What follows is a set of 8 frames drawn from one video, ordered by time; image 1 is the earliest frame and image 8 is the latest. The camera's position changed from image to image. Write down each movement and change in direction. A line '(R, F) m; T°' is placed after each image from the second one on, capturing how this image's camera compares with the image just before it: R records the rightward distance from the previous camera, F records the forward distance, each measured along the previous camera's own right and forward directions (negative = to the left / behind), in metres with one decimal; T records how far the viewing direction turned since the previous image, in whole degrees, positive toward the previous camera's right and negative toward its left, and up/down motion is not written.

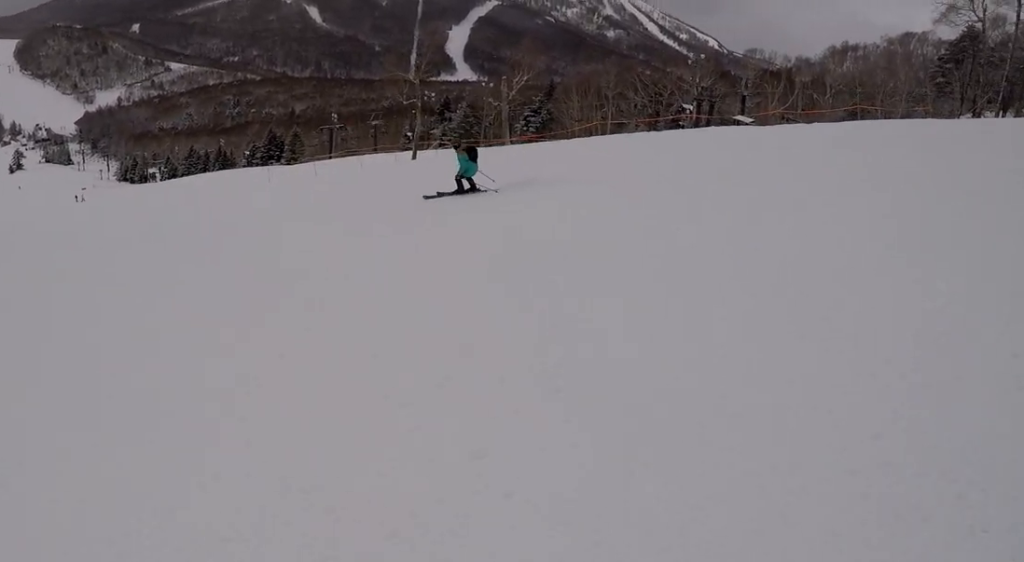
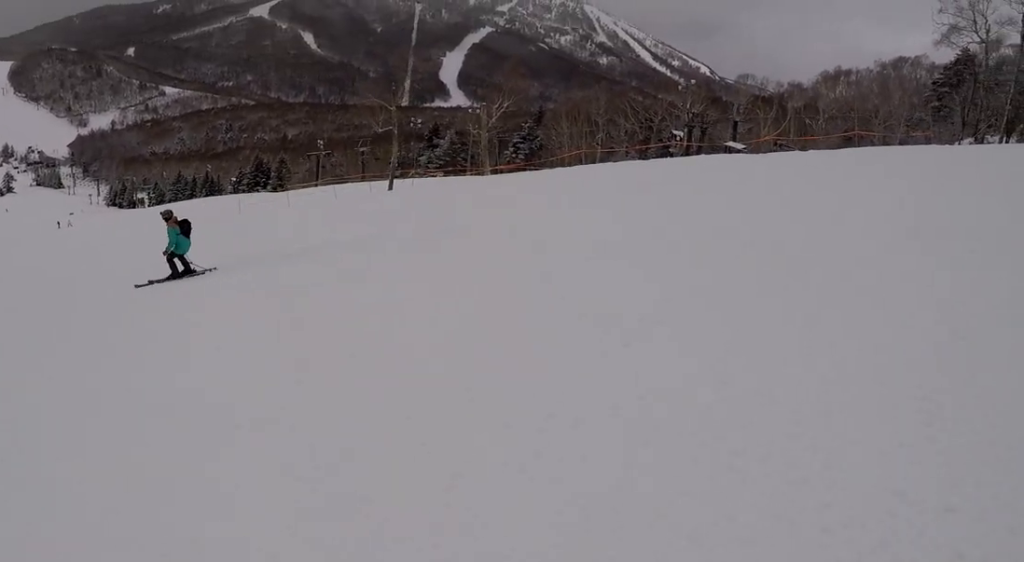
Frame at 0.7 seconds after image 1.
(-0.3, +3.1) m; -8°
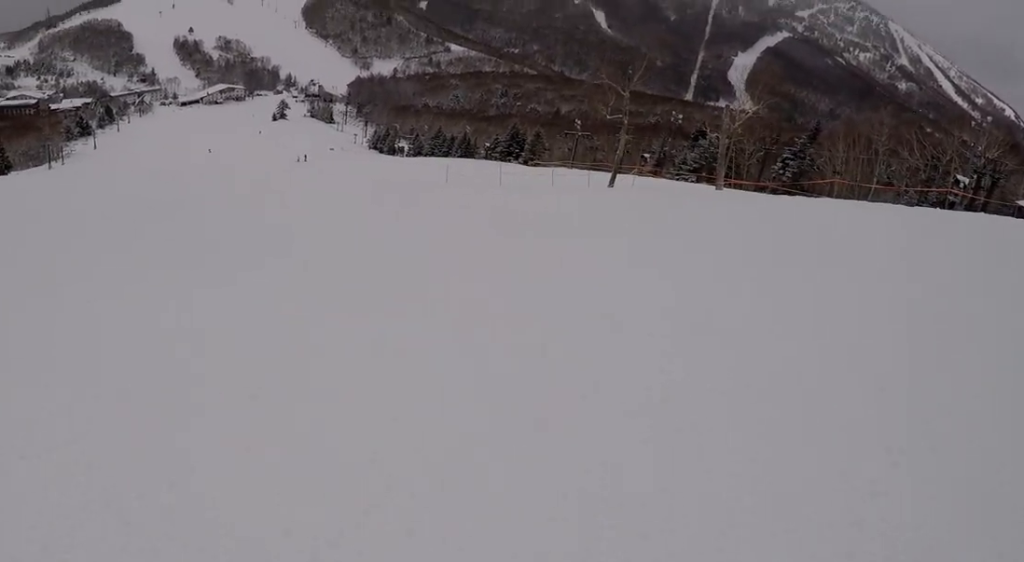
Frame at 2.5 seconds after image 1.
(-0.7, +7.6) m; -15°
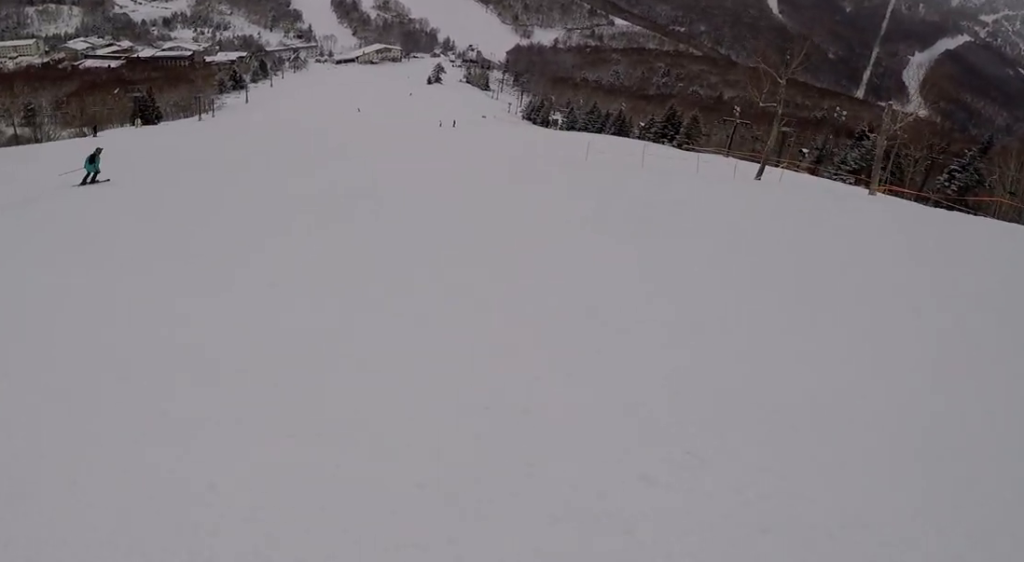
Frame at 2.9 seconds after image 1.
(+0.3, +2.0) m; -7°
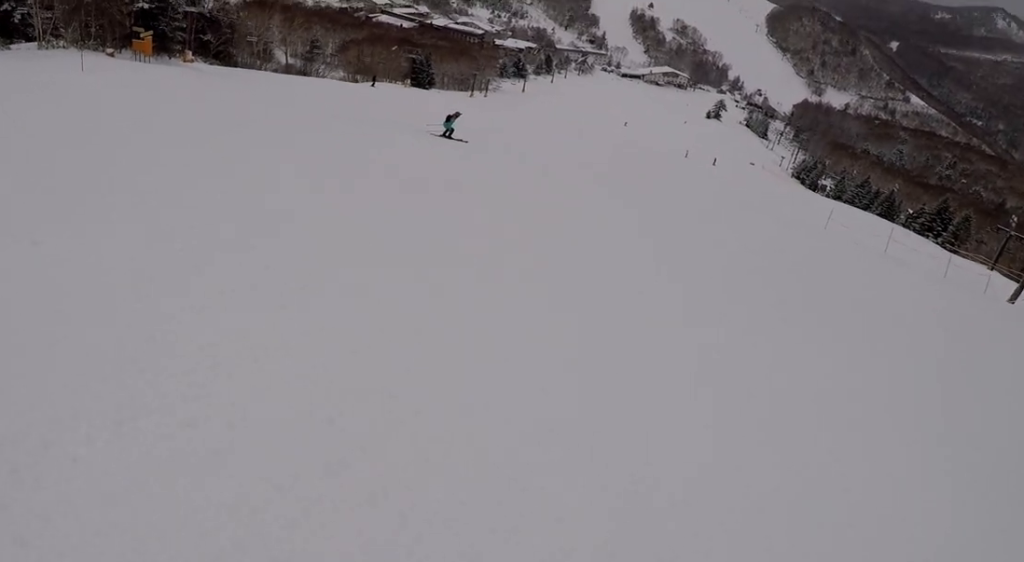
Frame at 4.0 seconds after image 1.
(-1.7, +4.4) m; -48°
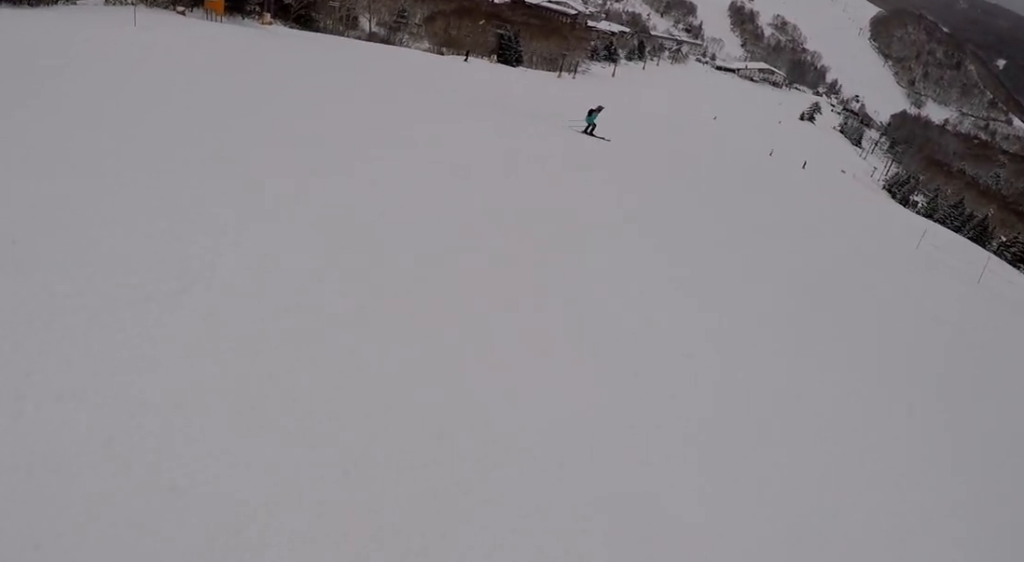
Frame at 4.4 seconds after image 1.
(-0.8, +1.7) m; -11°
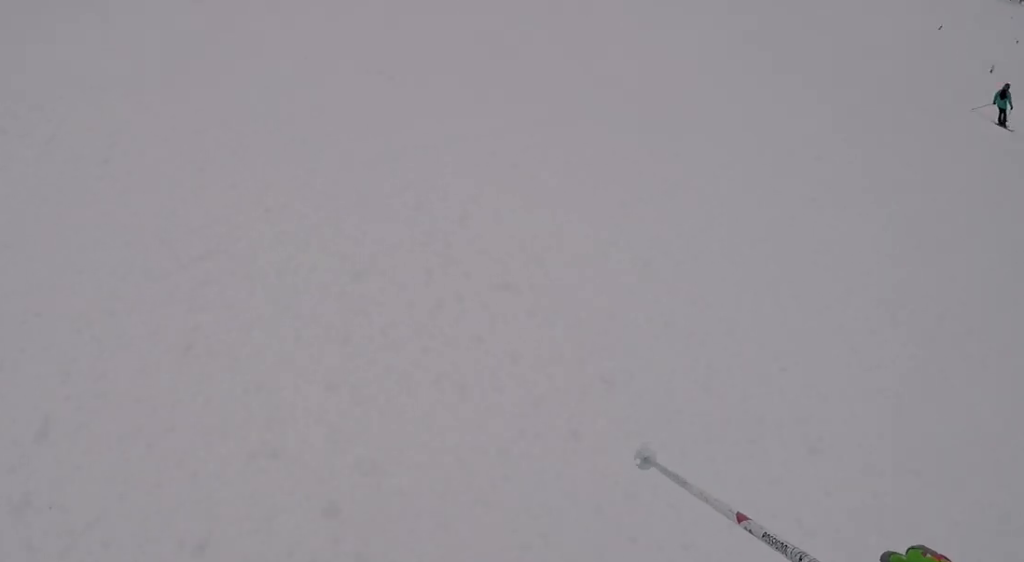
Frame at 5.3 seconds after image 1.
(-1.1, +4.4) m; -5°
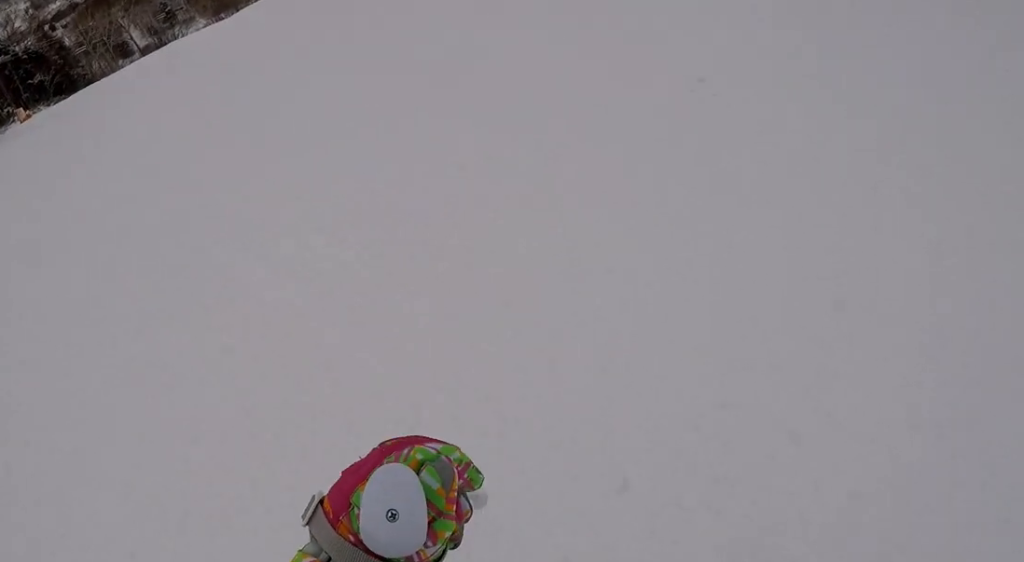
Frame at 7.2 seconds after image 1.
(+3.1, +8.7) m; +24°
